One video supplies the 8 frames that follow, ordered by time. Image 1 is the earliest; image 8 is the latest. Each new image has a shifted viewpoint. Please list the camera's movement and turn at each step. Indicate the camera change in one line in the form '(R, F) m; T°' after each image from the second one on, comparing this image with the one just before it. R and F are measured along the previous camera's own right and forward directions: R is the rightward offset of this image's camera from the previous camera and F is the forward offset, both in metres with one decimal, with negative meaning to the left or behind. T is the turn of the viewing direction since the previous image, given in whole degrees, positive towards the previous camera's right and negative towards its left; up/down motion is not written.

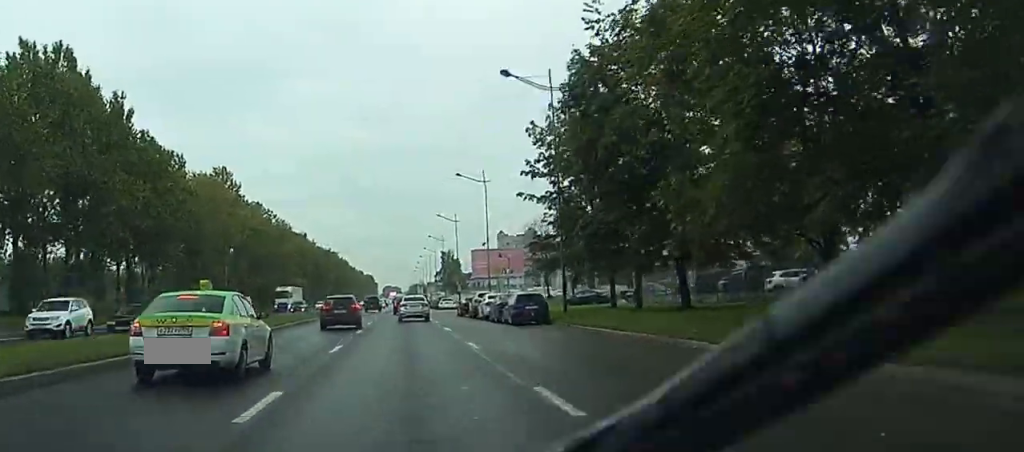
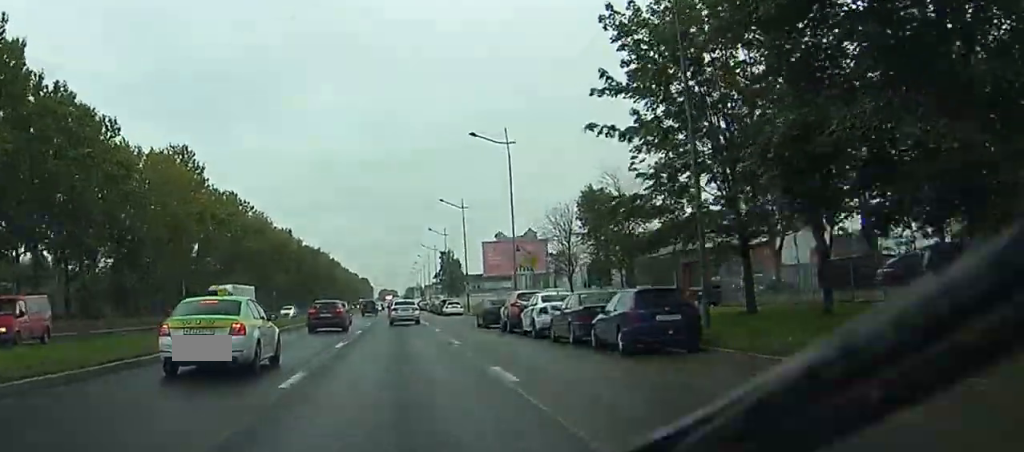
(-1.4, +18.8) m; -5°
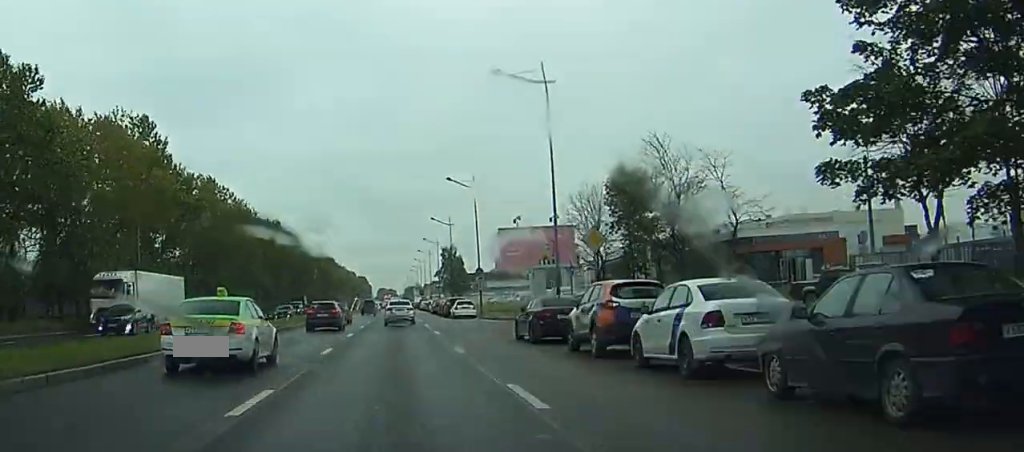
(+0.9, +14.4) m; +4°
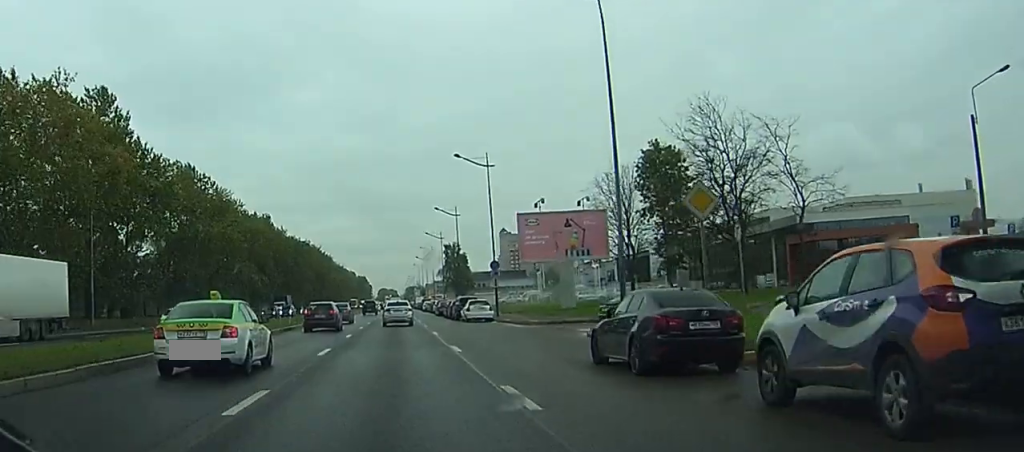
(0.0, +11.0) m; 0°
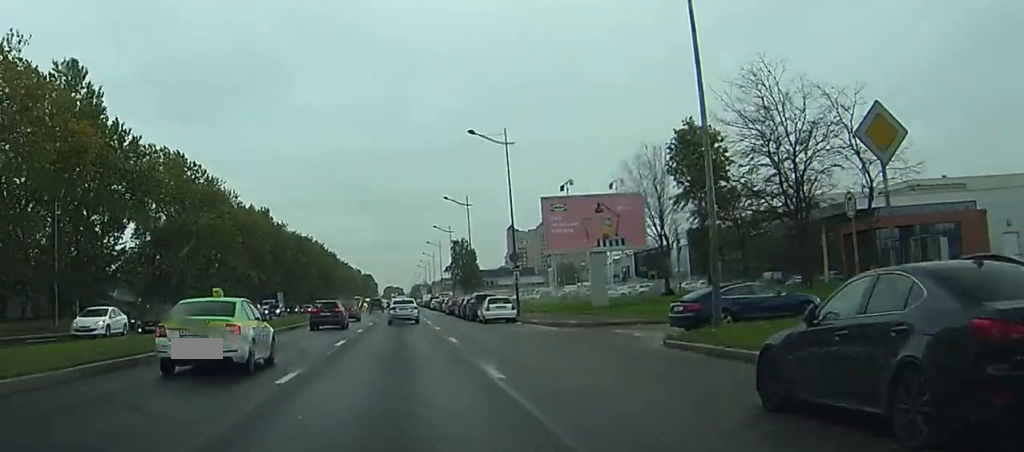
(0.0, +7.6) m; 0°
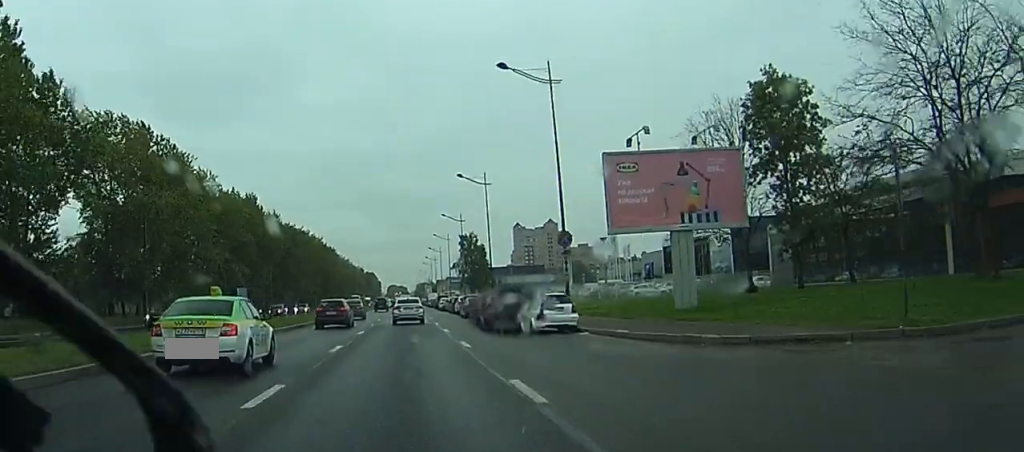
(-0.1, +14.8) m; 0°
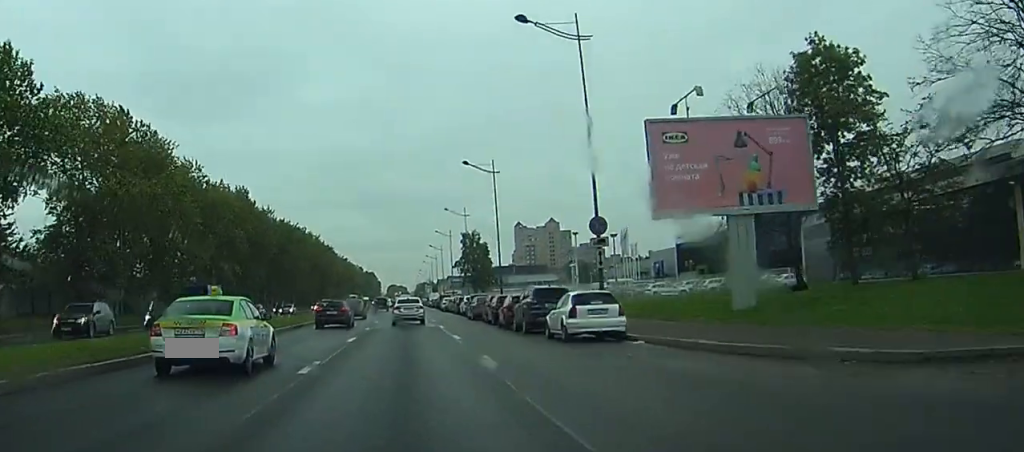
(0.0, +6.6) m; 0°
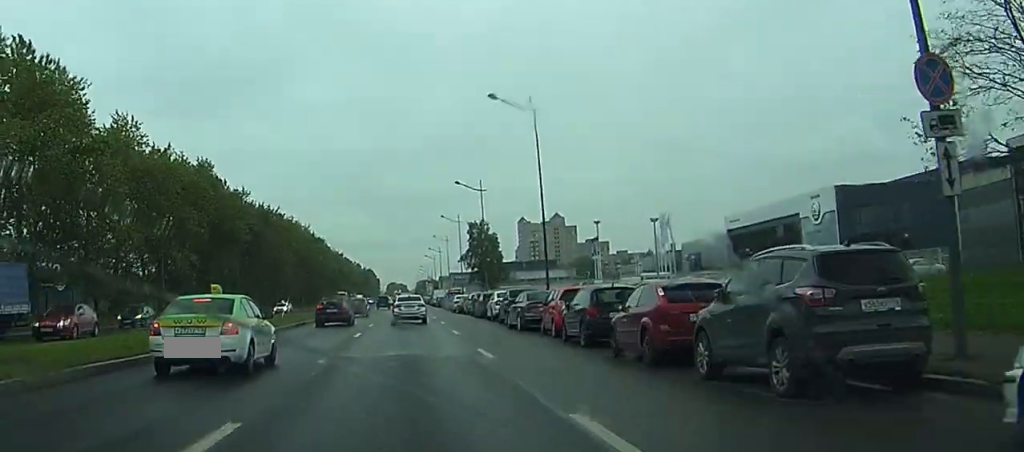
(+0.1, +21.4) m; 0°
